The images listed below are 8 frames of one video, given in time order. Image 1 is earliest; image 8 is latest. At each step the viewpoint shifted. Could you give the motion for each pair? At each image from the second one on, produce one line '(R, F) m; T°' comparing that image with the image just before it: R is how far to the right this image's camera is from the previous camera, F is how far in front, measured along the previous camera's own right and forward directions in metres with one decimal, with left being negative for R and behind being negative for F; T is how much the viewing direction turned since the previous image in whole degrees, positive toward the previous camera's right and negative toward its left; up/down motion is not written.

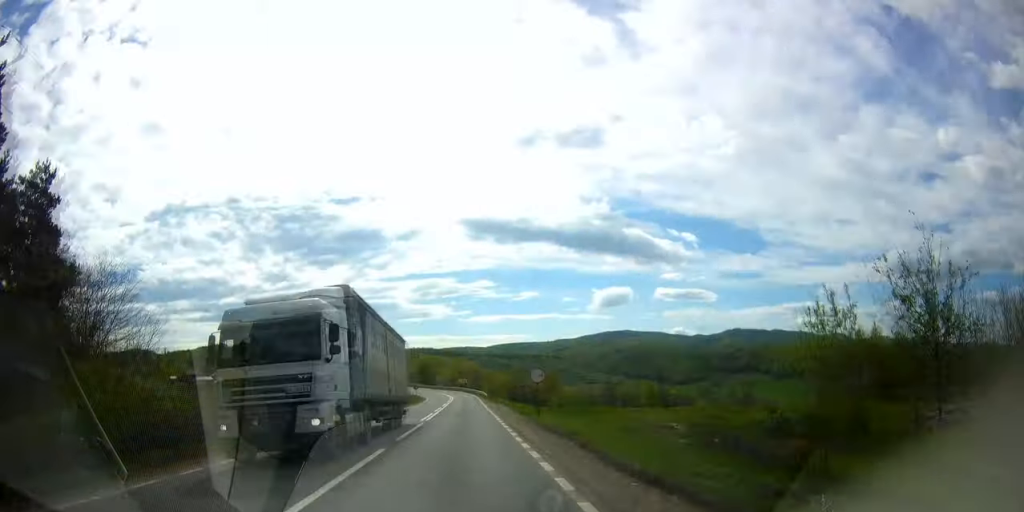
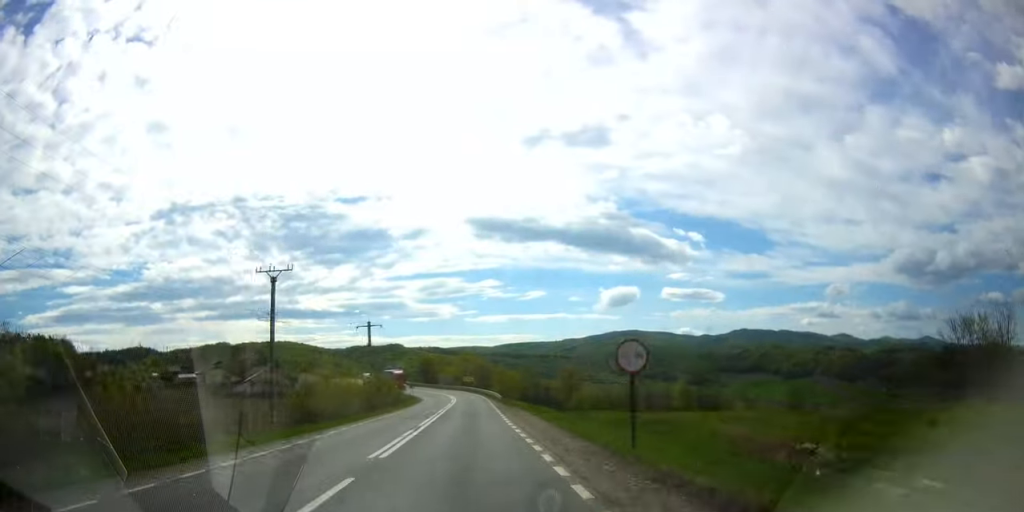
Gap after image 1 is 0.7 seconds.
(+0.1, +17.3) m; 0°
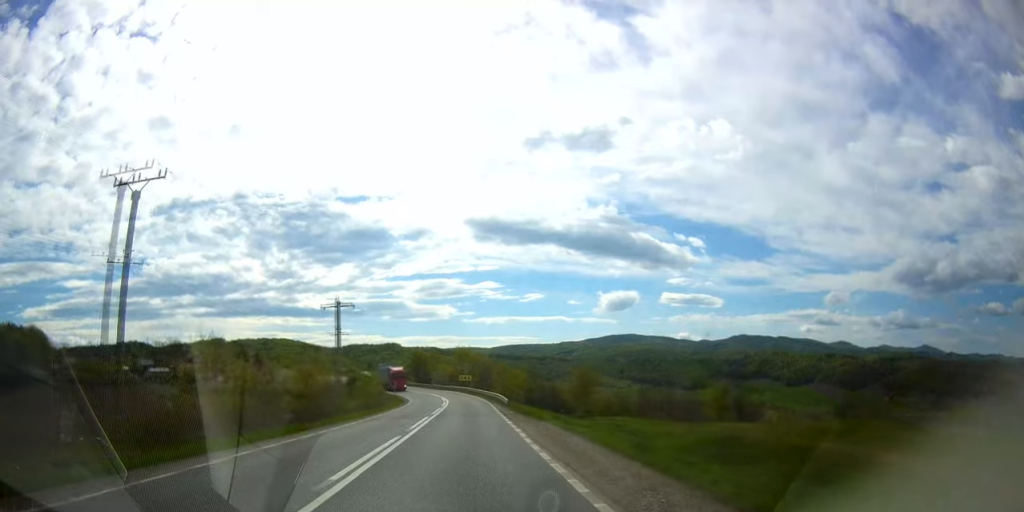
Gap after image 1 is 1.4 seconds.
(+0.1, +16.6) m; 0°
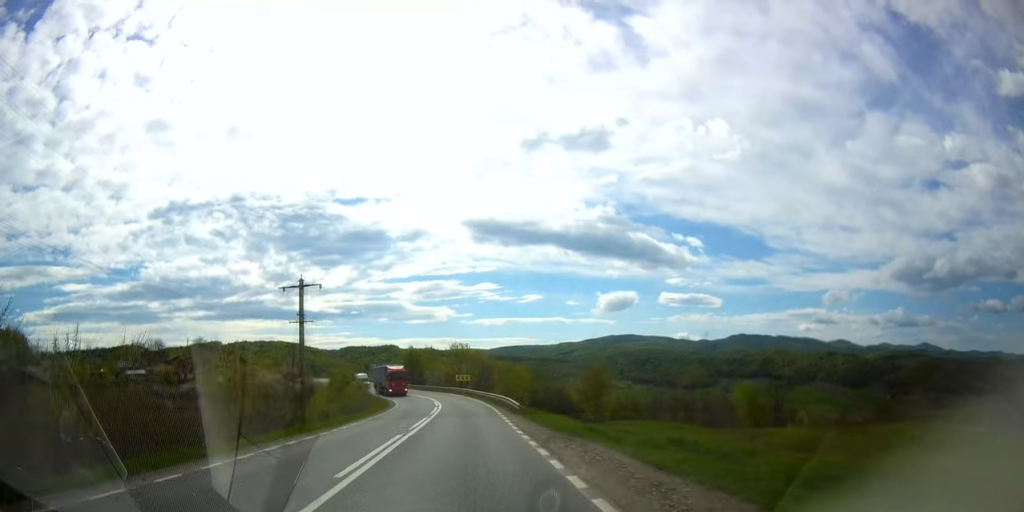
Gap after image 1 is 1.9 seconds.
(0.0, +11.9) m; 0°
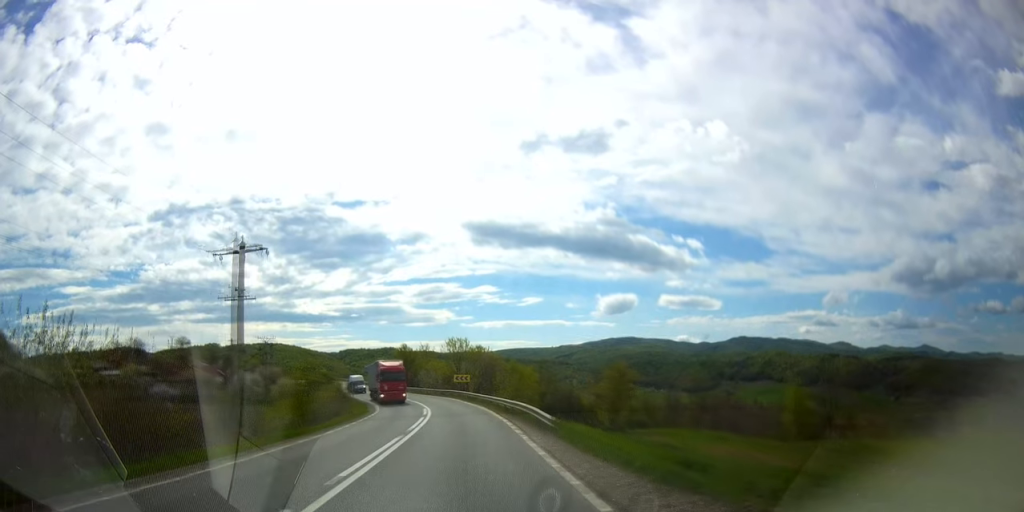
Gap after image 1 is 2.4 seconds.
(0.0, +12.7) m; 0°
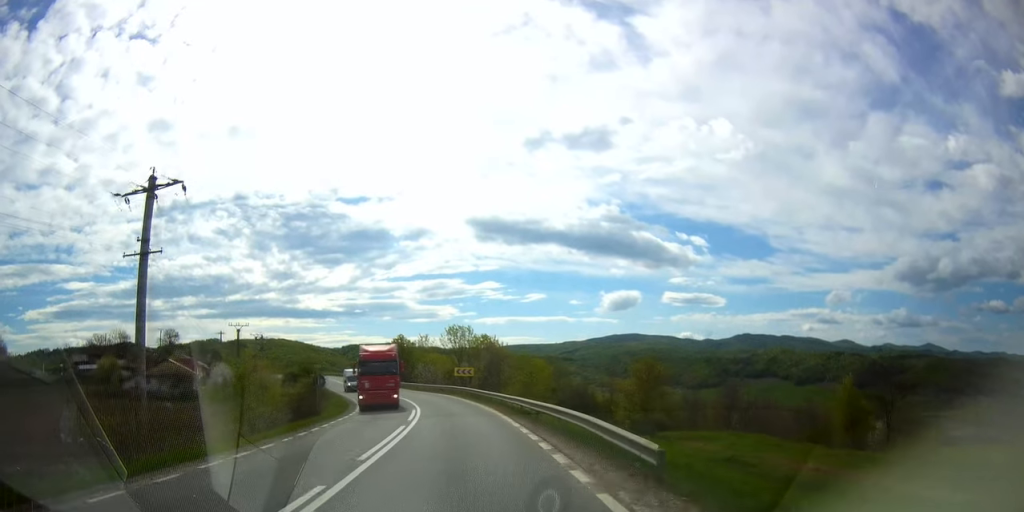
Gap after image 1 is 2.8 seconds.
(0.0, +9.4) m; 0°
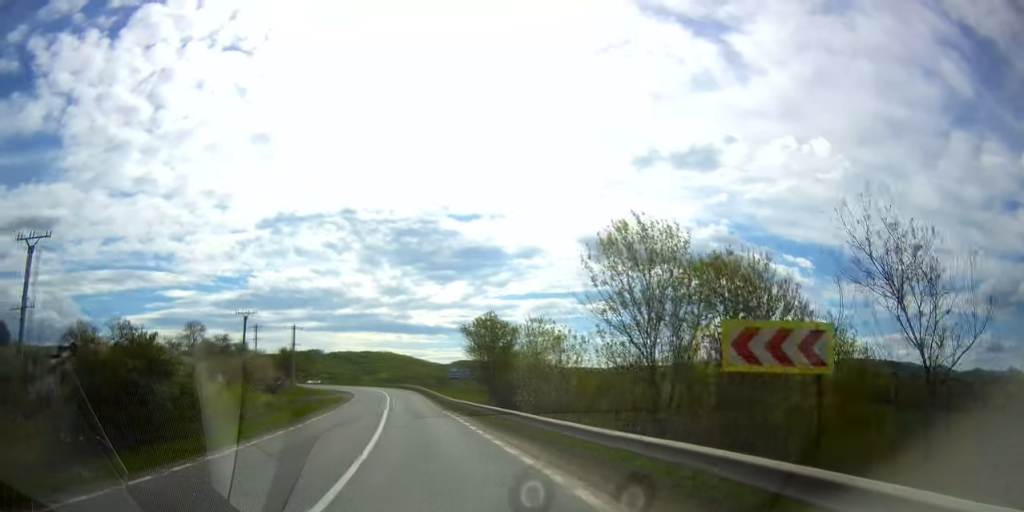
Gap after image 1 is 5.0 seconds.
(-0.4, +43.9) m; -1°
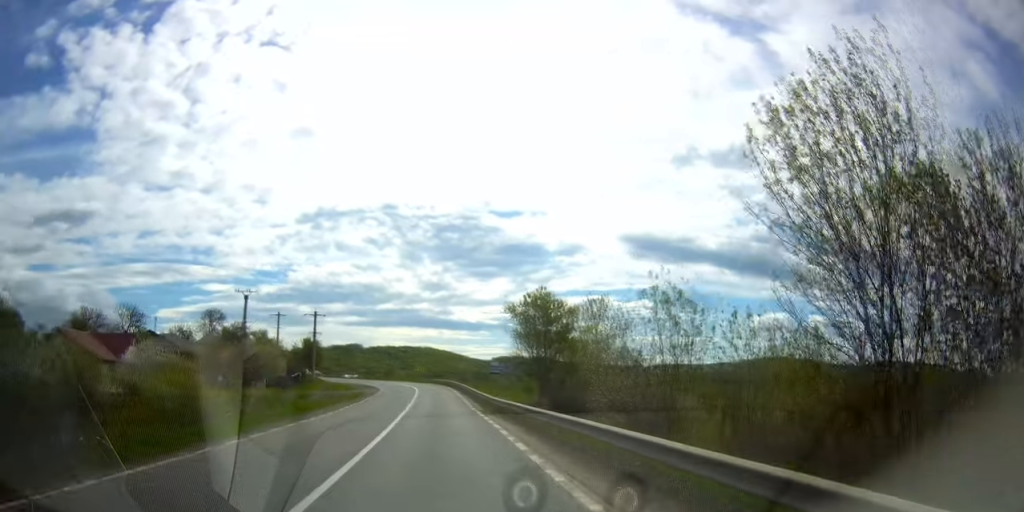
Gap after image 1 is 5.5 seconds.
(+0.1, +11.3) m; -1°
